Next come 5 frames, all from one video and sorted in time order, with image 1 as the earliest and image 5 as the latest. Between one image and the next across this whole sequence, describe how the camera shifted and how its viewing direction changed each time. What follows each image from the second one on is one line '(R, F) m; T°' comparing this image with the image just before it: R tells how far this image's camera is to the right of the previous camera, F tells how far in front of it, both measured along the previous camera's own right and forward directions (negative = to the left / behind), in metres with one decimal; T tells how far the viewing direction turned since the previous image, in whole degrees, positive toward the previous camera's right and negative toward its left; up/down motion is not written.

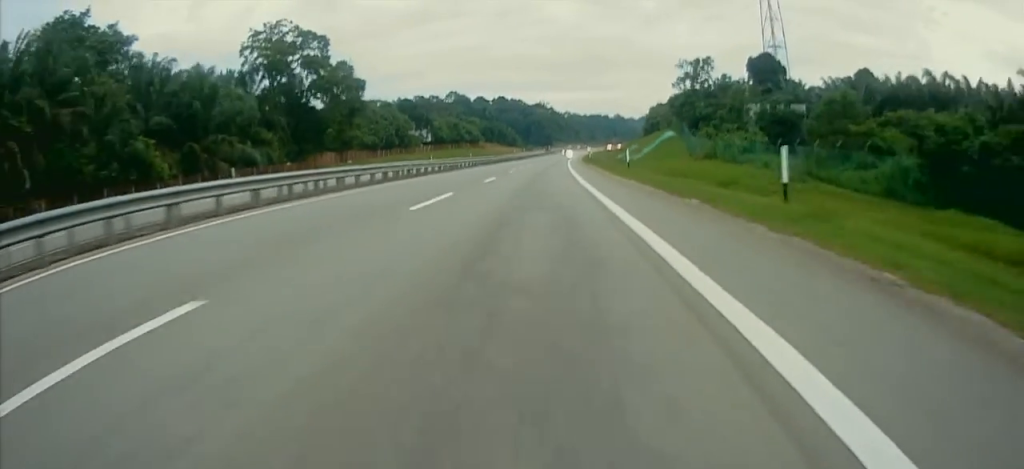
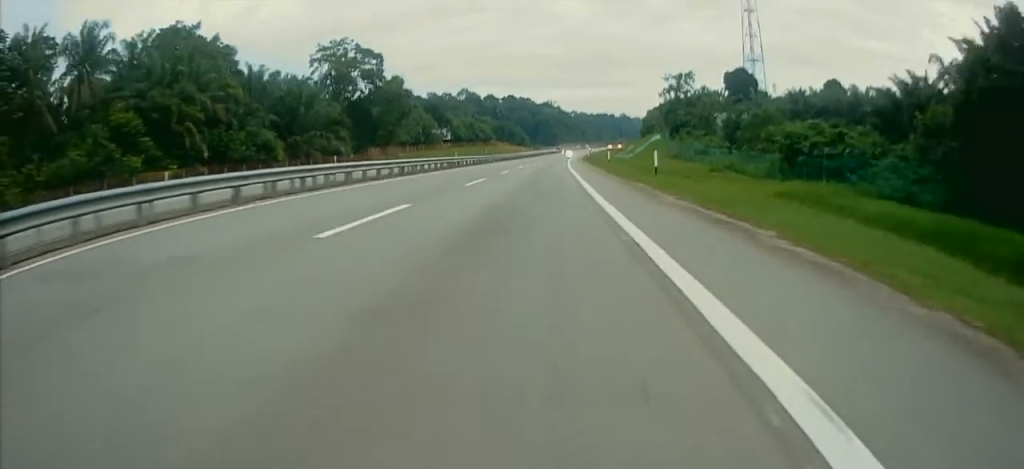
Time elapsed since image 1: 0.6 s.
(0.0, +19.4) m; 0°
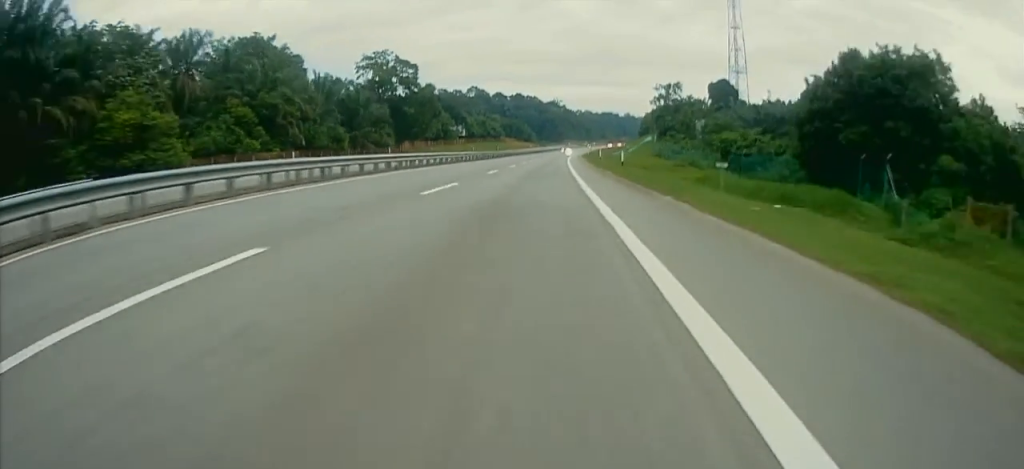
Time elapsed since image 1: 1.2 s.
(0.0, +18.1) m; 0°
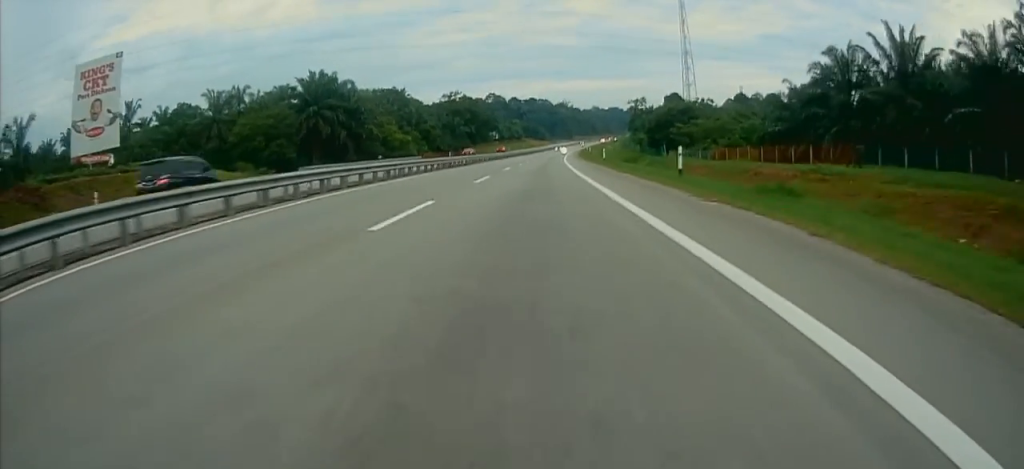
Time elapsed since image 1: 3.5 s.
(-0.7, +67.1) m; -2°
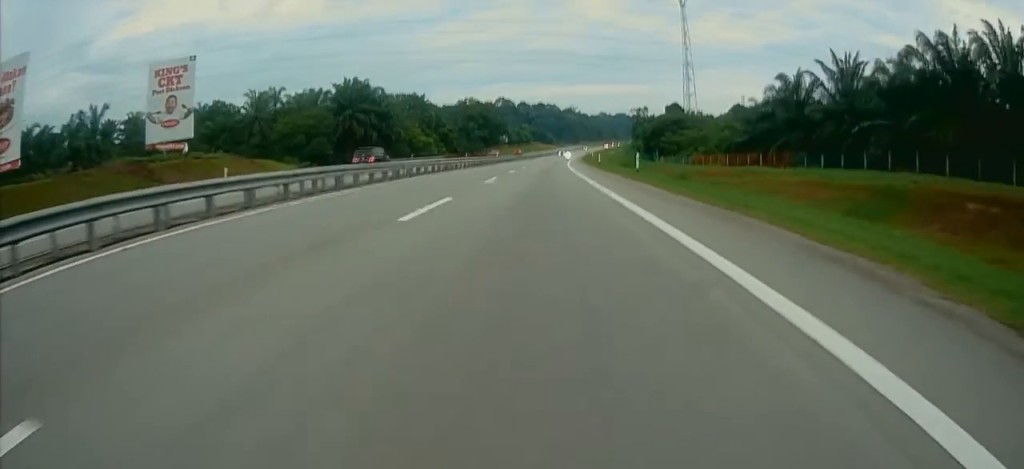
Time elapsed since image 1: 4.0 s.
(-0.1, +12.7) m; -1°
